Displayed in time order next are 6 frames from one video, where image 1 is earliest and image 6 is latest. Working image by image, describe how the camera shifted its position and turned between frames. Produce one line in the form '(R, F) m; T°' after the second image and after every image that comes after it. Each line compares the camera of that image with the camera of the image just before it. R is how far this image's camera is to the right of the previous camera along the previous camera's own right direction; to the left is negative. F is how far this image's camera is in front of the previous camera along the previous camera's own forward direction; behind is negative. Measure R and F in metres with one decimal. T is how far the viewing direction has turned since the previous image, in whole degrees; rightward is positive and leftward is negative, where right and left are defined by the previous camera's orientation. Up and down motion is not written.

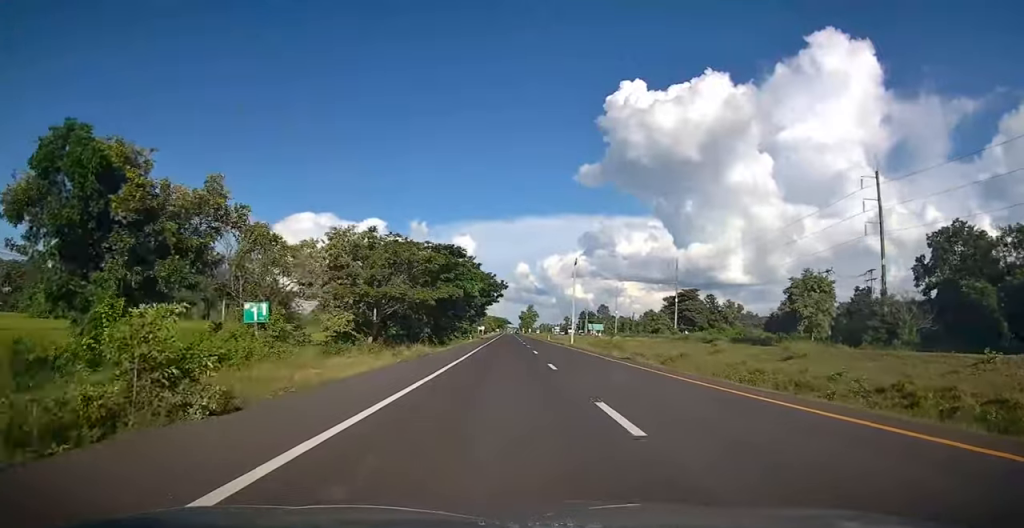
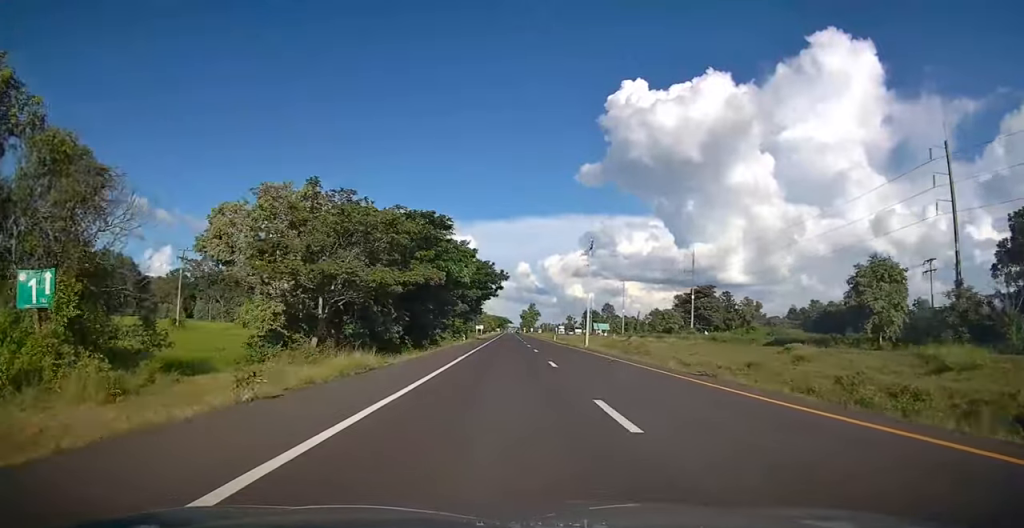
(0.0, +11.7) m; 0°
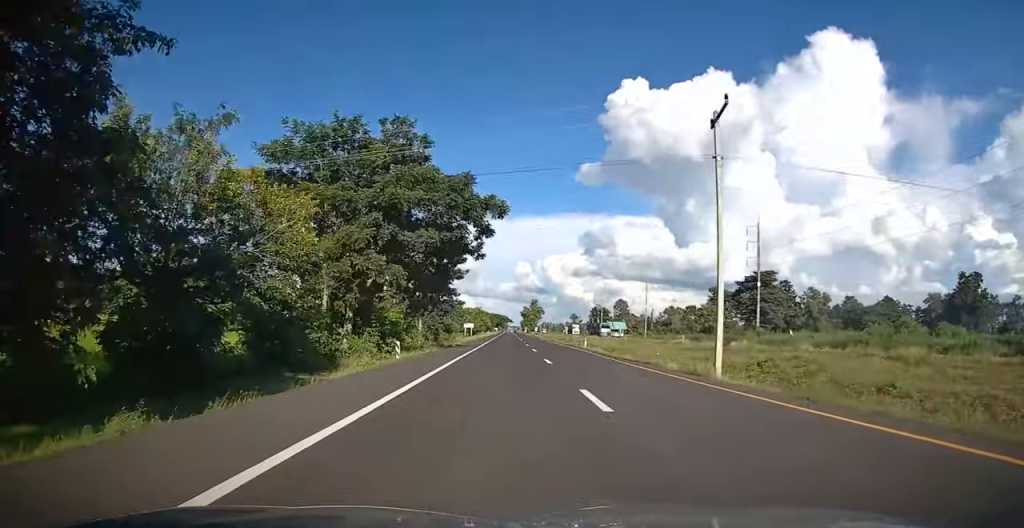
(-0.2, +33.8) m; 0°
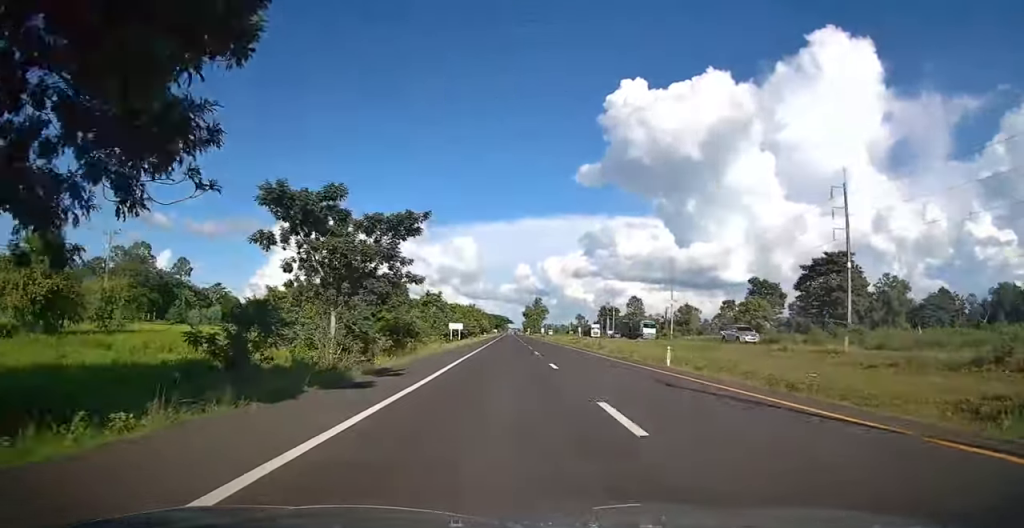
(0.0, +25.8) m; 0°
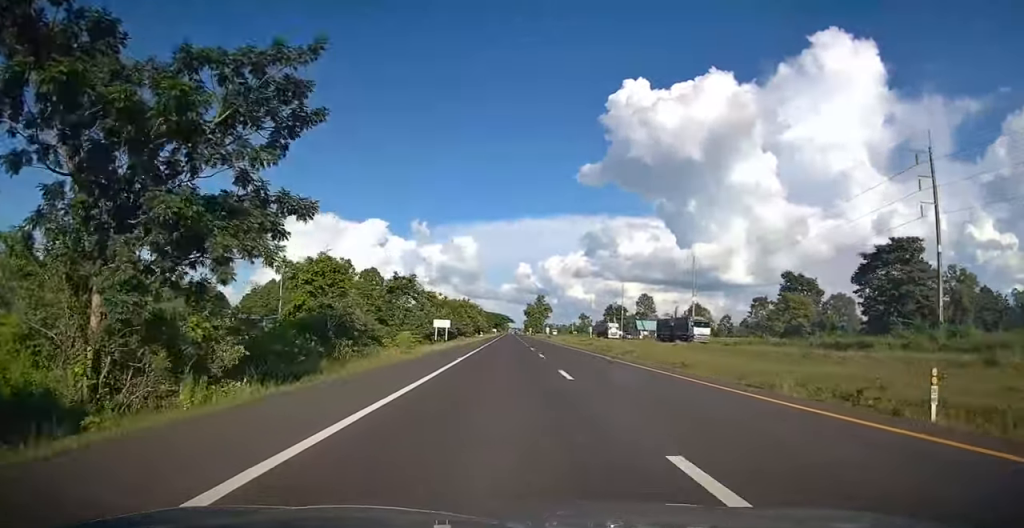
(0.0, +16.0) m; 0°
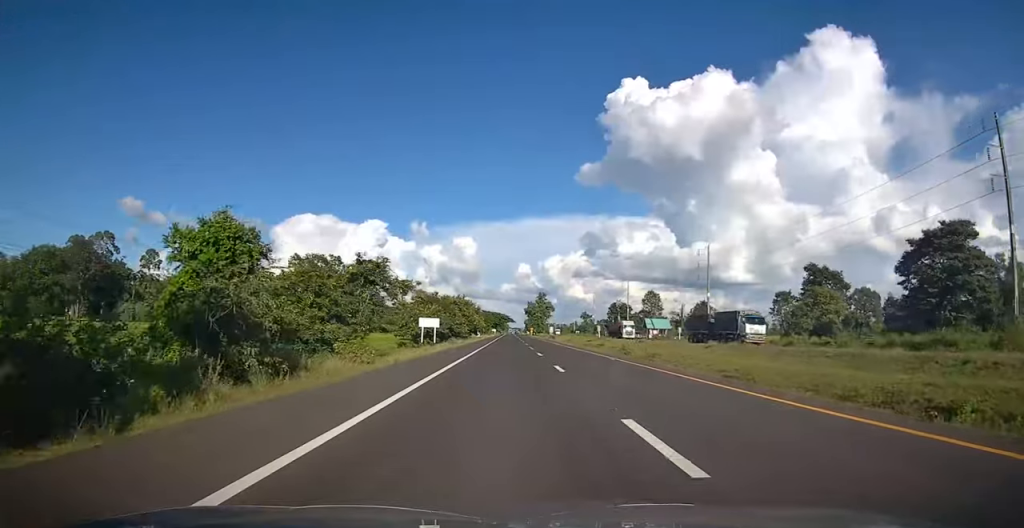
(0.0, +9.6) m; 0°
